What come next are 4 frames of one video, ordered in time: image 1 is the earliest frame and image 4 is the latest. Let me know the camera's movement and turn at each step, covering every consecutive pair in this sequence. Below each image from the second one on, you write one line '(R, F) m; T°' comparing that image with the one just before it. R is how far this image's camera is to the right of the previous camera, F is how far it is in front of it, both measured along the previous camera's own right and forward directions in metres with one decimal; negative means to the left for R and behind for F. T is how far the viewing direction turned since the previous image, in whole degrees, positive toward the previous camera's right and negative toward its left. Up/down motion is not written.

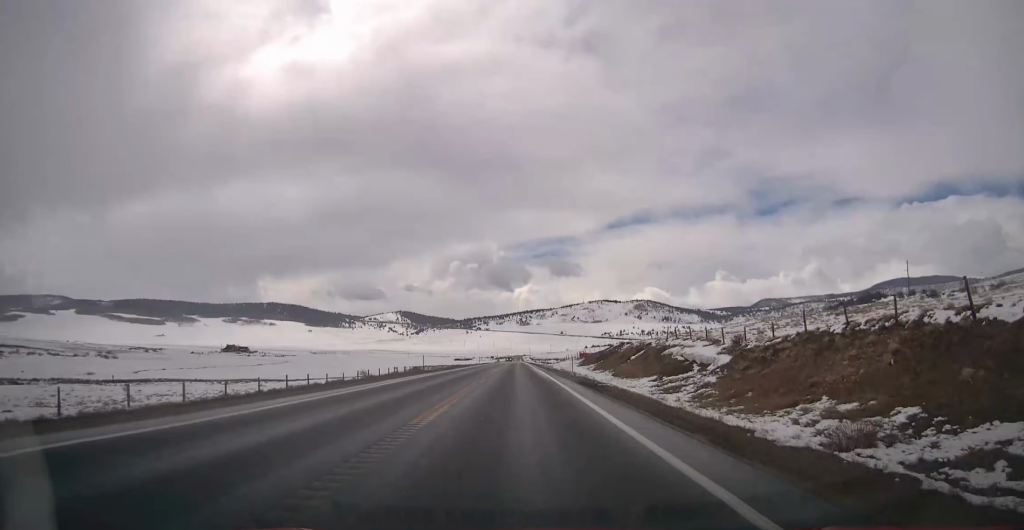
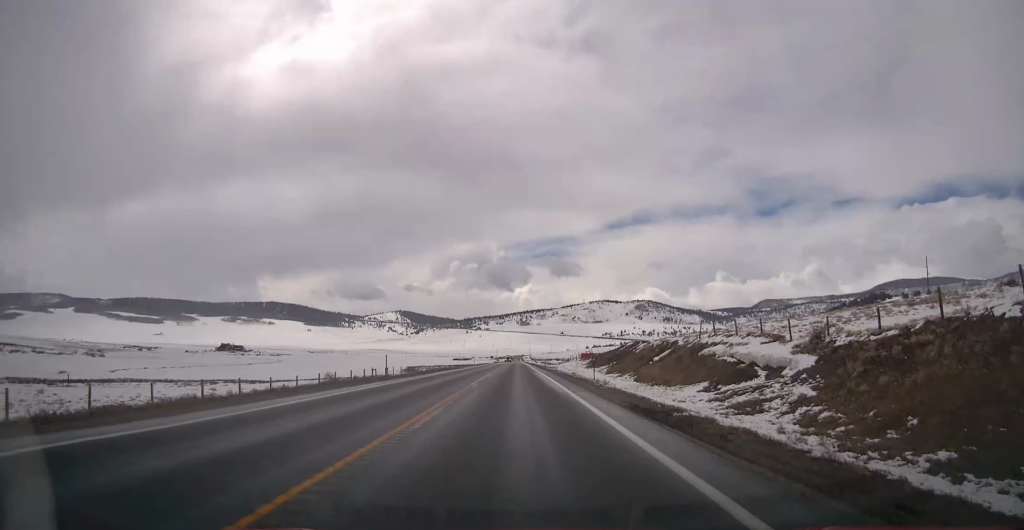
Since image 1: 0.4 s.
(-0.1, +12.5) m; 0°
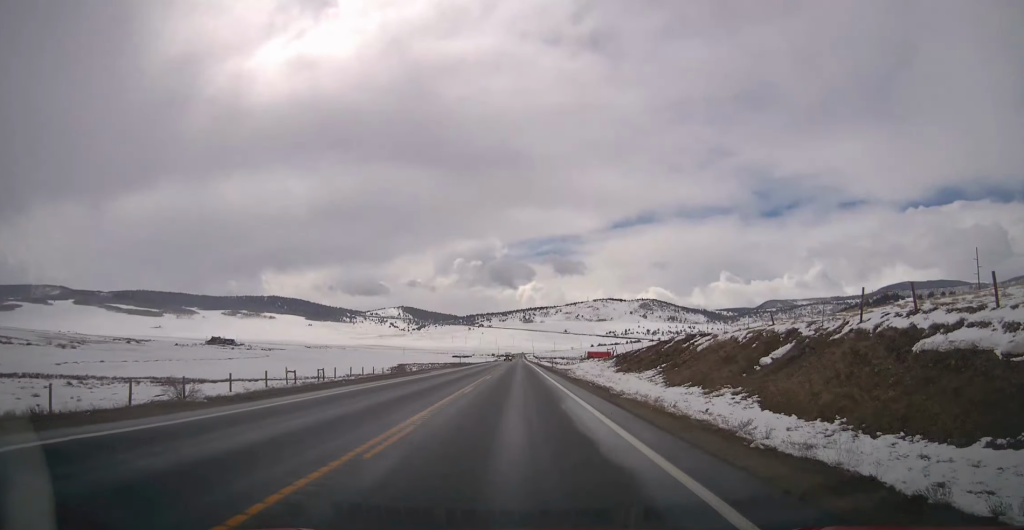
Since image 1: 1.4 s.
(0.0, +27.1) m; 0°
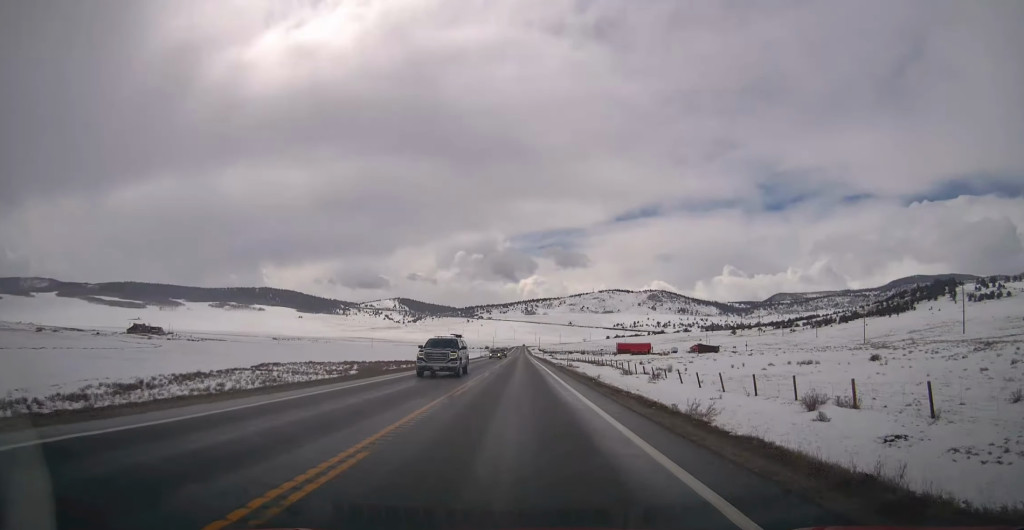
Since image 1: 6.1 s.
(+0.2, +137.2) m; 0°
